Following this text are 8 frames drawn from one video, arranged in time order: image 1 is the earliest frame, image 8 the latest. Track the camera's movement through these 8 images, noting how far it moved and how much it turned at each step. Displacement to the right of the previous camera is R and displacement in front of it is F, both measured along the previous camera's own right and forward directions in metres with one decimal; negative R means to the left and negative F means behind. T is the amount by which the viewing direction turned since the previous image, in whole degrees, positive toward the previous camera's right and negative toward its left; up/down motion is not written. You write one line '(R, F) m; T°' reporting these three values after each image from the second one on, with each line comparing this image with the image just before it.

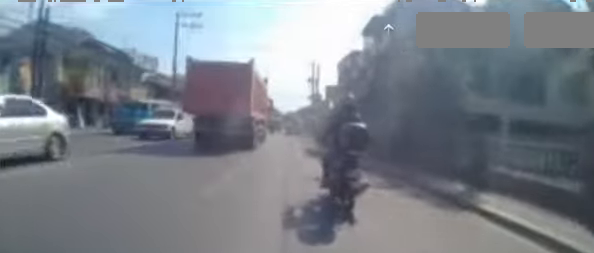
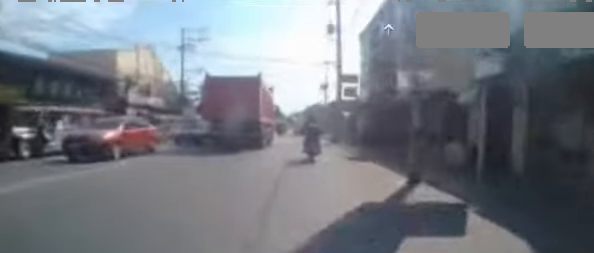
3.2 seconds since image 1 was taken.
(-0.4, +25.4) m; +1°
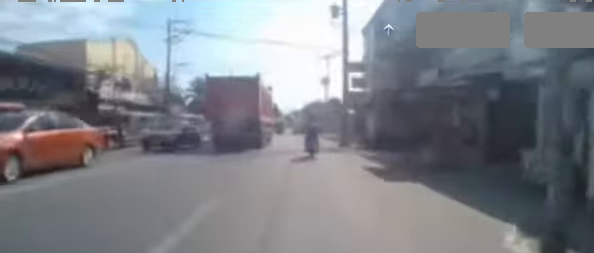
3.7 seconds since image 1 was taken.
(+0.1, +3.8) m; +1°
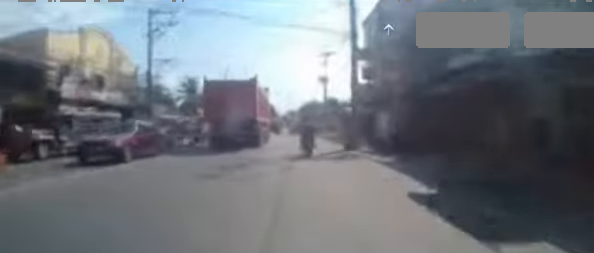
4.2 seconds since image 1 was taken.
(+0.2, +3.8) m; 0°
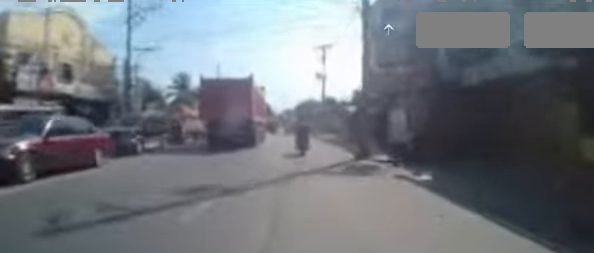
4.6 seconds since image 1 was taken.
(+0.1, +3.5) m; 0°
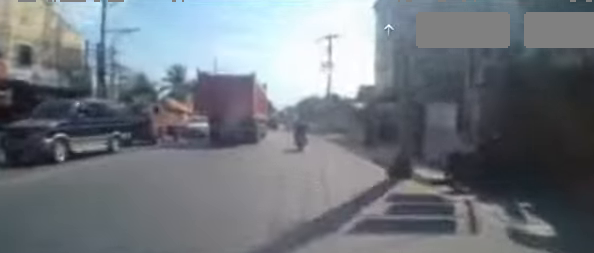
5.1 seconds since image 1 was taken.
(-0.2, +4.2) m; -1°
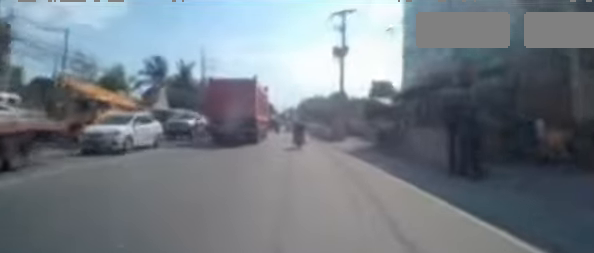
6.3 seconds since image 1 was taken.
(0.0, +10.2) m; -1°
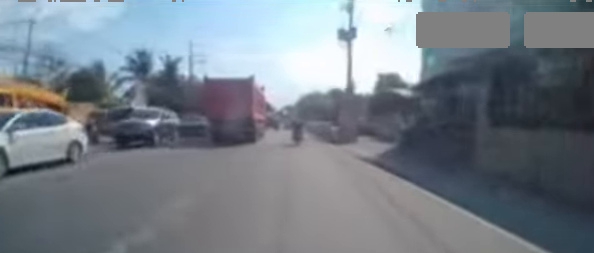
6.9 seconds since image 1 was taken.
(-0.1, +5.2) m; 0°
